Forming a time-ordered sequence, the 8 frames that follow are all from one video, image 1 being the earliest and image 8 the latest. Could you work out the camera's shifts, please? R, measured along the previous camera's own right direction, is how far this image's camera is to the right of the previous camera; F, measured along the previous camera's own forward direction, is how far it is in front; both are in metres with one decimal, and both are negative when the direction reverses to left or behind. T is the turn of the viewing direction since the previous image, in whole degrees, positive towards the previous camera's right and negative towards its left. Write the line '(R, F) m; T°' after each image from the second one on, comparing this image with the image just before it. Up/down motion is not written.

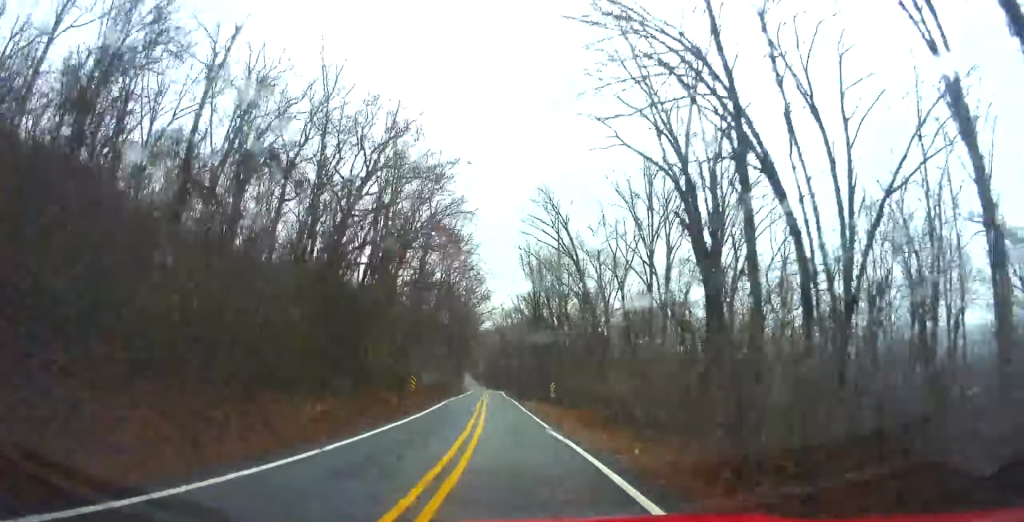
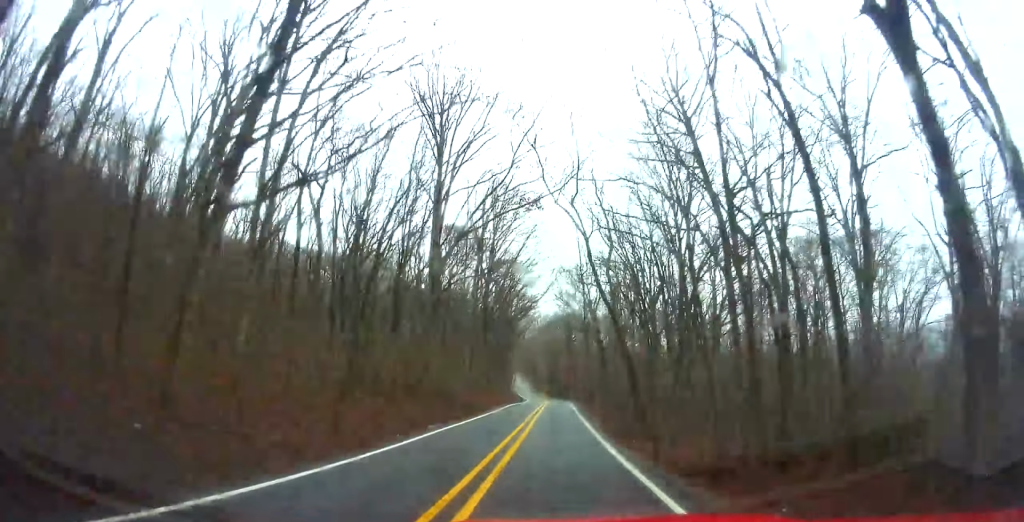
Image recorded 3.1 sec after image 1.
(-9.1, +58.4) m; -12°
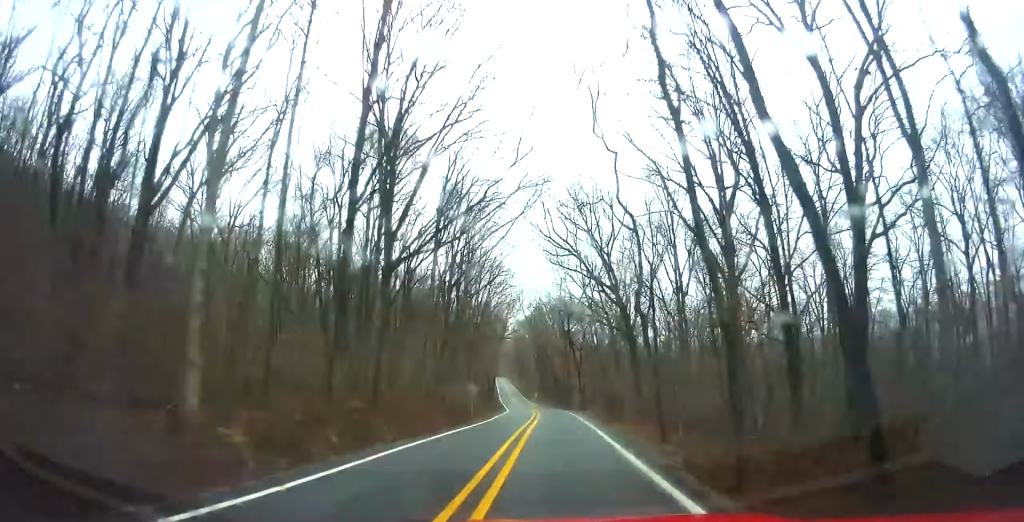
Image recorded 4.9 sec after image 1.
(-1.7, +36.5) m; -3°
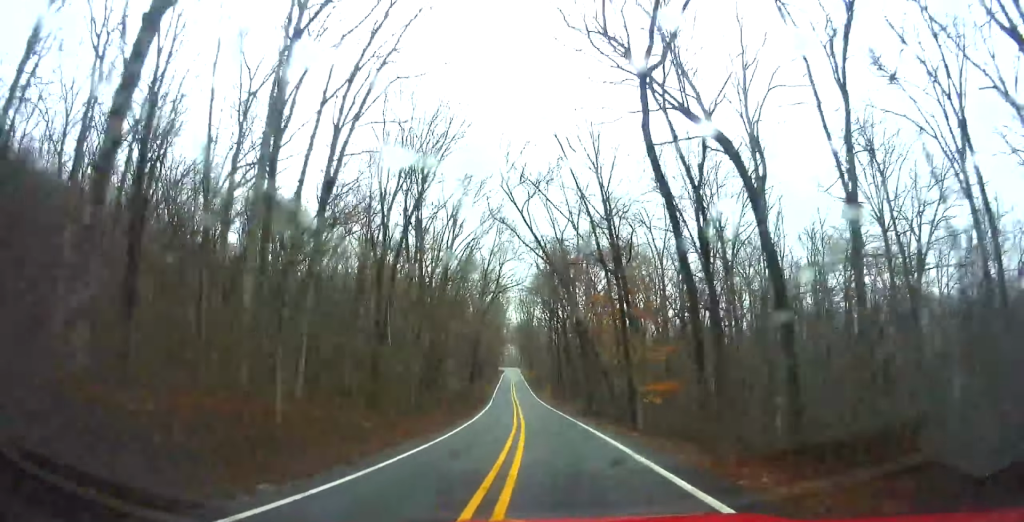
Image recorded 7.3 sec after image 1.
(-0.8, +50.2) m; -2°
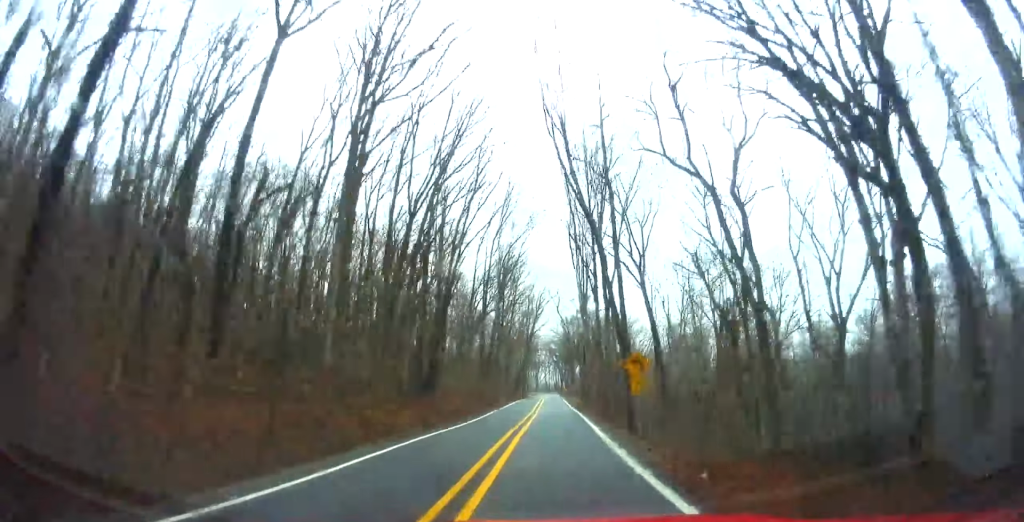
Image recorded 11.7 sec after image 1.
(-2.2, +95.1) m; -2°
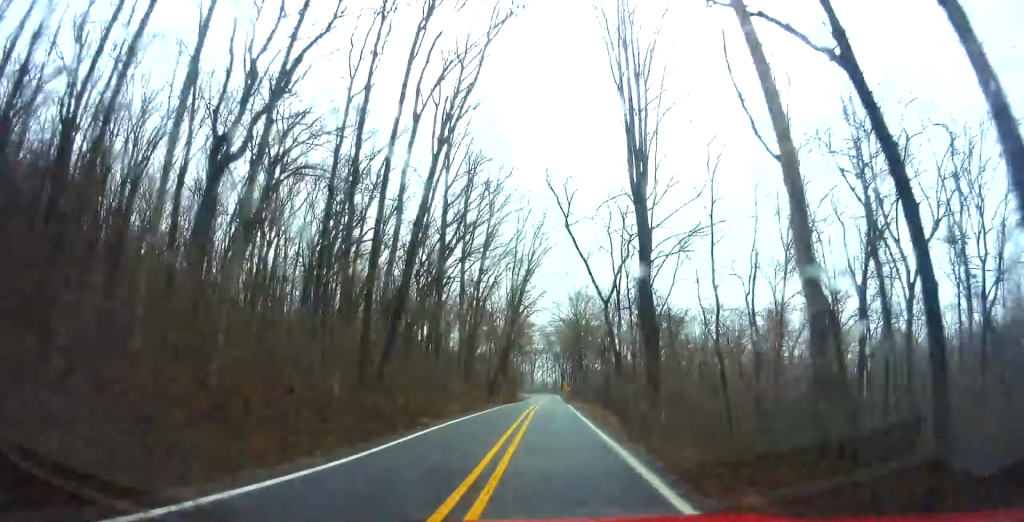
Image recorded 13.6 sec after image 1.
(-0.3, +40.5) m; -1°
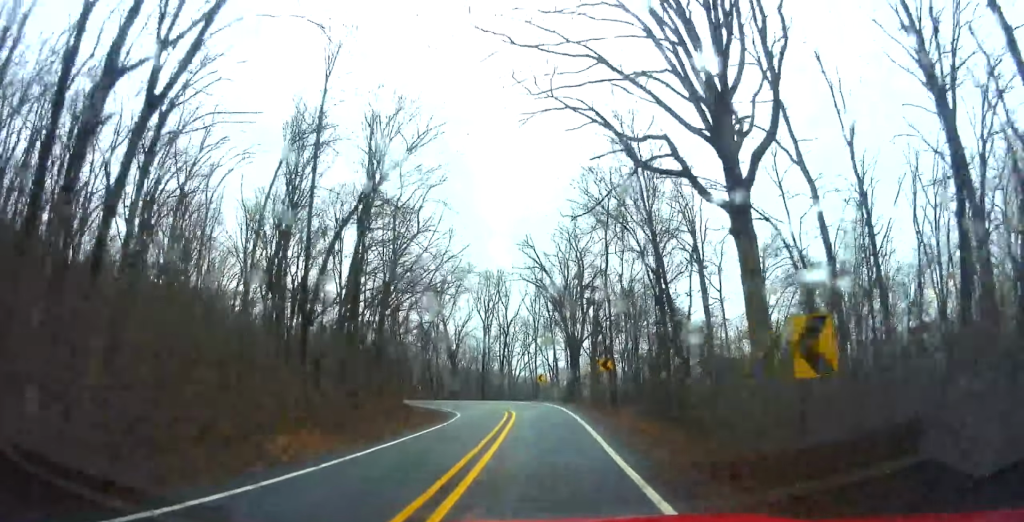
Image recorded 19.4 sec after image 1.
(-0.2, +115.6) m; -2°
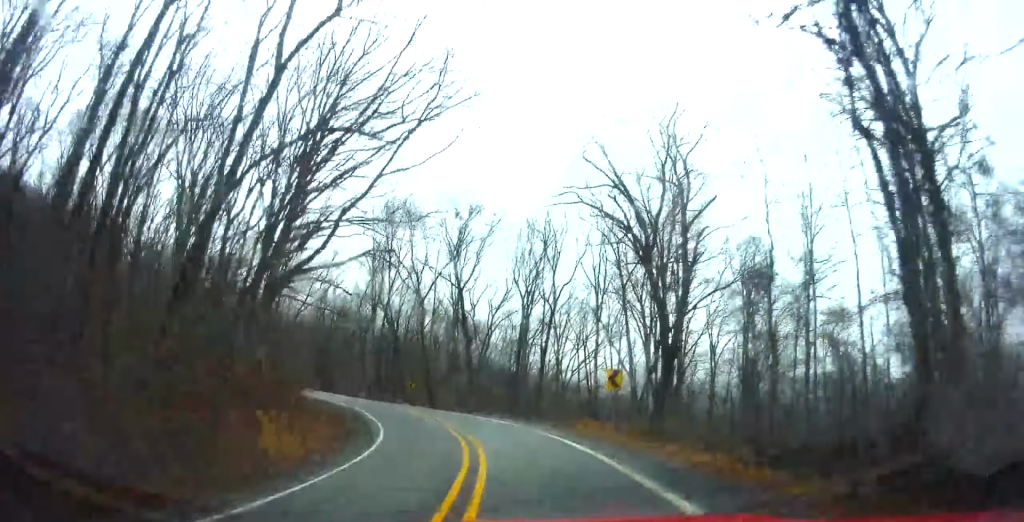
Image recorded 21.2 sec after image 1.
(+0.2, +33.2) m; -4°
